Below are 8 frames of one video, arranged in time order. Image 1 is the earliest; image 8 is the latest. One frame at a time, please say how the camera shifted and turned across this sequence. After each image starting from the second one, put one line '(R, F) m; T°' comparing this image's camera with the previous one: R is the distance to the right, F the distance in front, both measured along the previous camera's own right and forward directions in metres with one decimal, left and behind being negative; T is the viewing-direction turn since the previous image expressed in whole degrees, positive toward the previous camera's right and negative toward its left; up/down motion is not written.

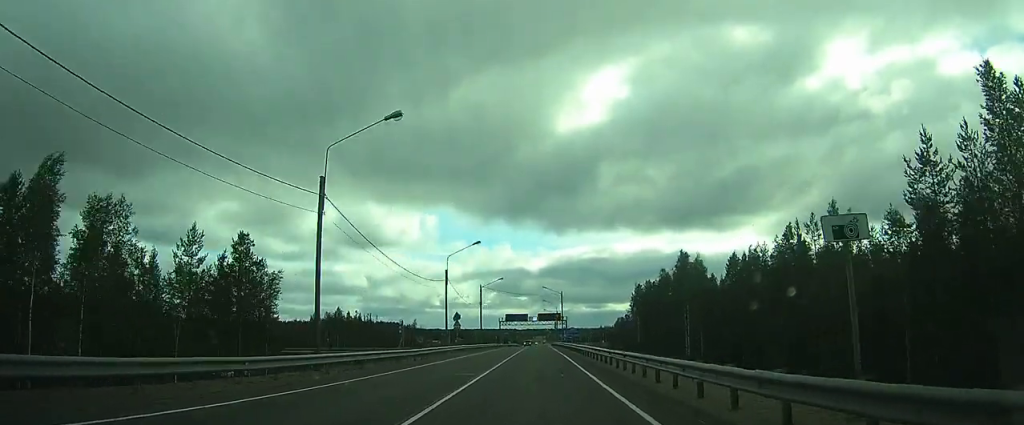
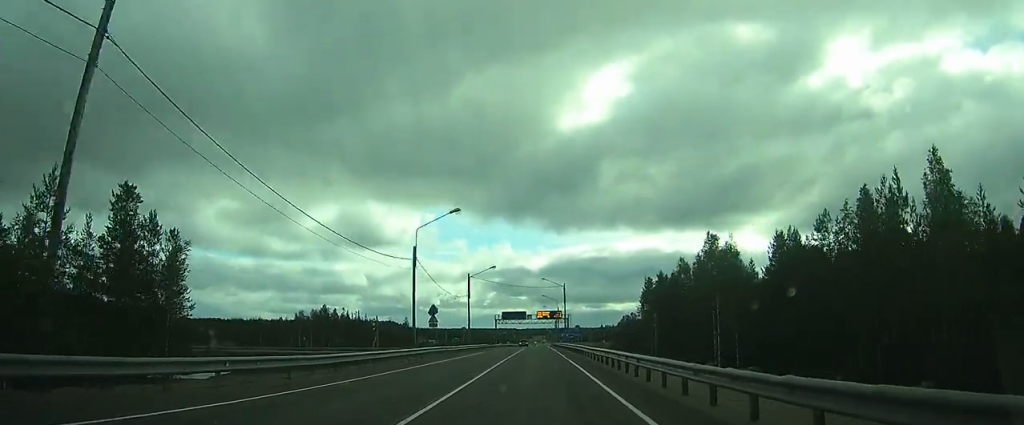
(0.0, +12.8) m; 0°
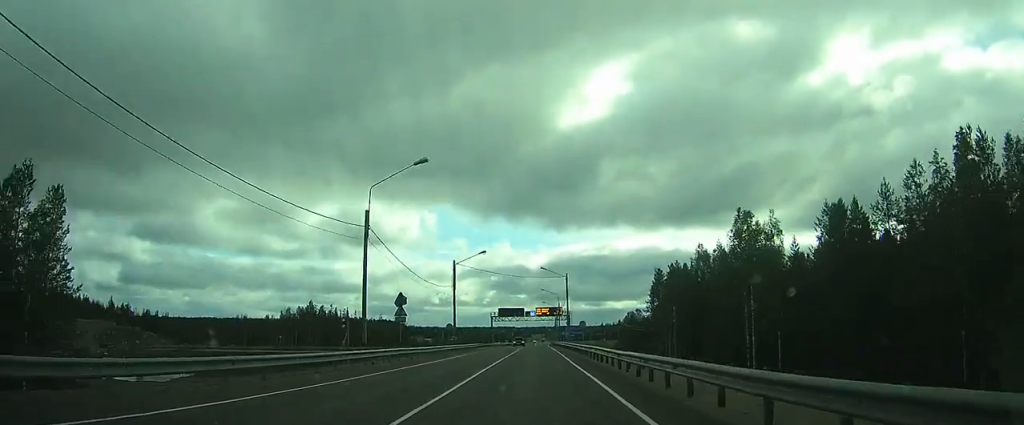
(-0.1, +10.8) m; 0°
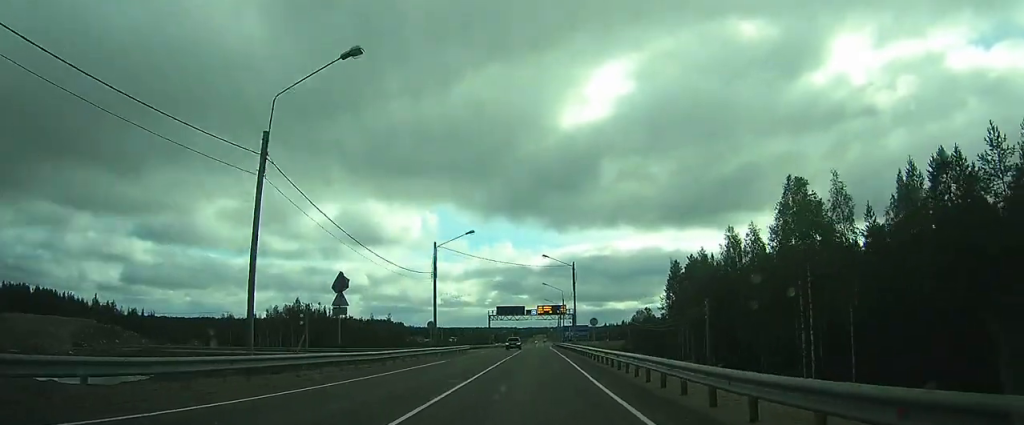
(-0.2, +11.6) m; +1°
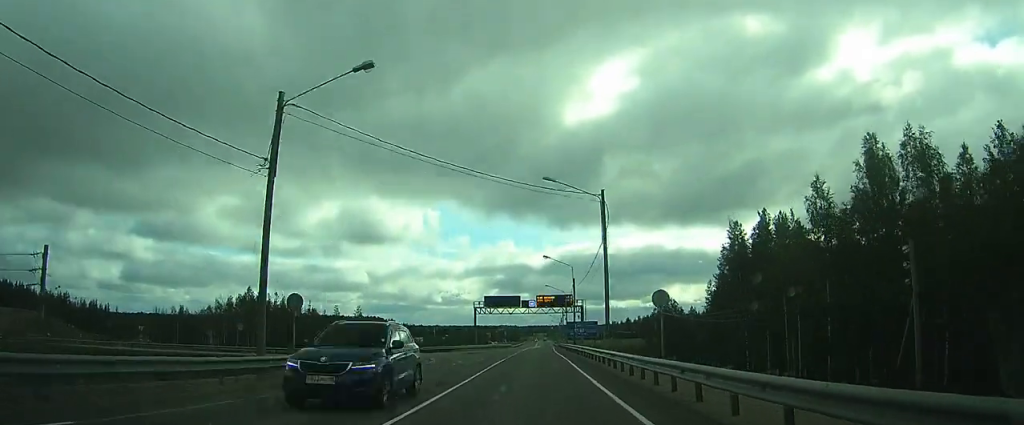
(+0.7, +29.5) m; +2°
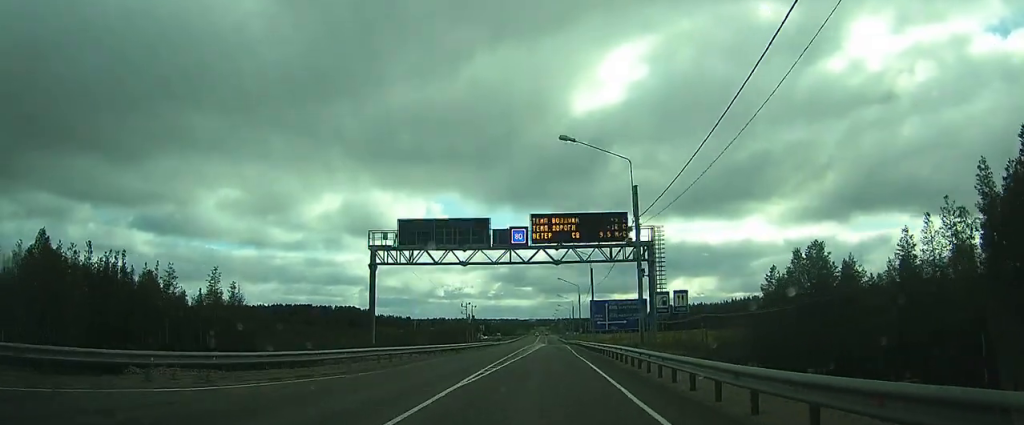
(+0.2, +63.5) m; +1°
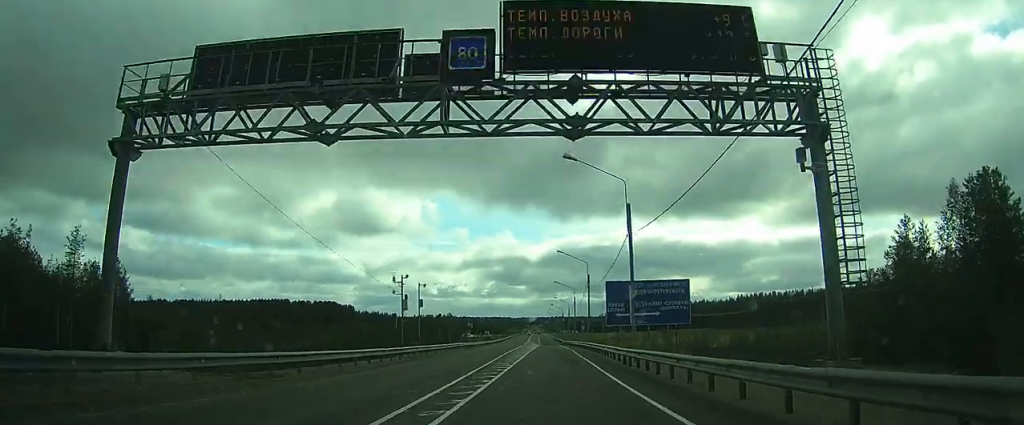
(0.0, +22.7) m; 0°
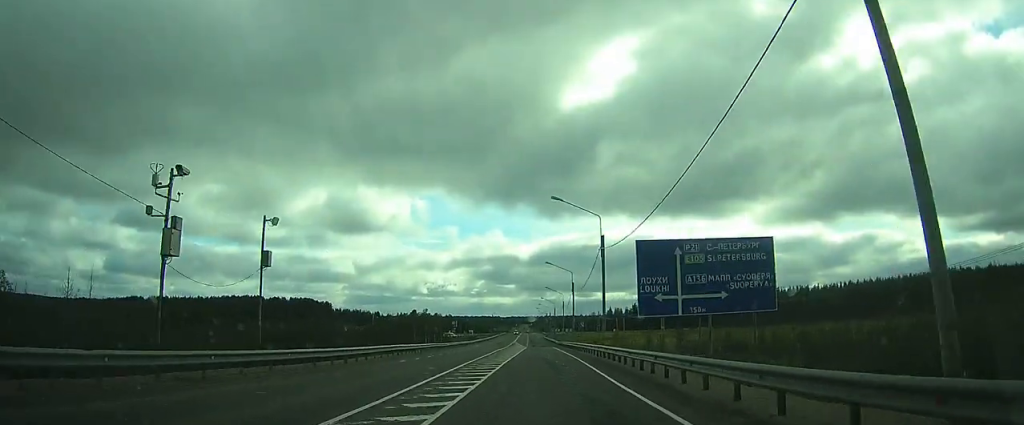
(+0.1, +18.6) m; 0°
